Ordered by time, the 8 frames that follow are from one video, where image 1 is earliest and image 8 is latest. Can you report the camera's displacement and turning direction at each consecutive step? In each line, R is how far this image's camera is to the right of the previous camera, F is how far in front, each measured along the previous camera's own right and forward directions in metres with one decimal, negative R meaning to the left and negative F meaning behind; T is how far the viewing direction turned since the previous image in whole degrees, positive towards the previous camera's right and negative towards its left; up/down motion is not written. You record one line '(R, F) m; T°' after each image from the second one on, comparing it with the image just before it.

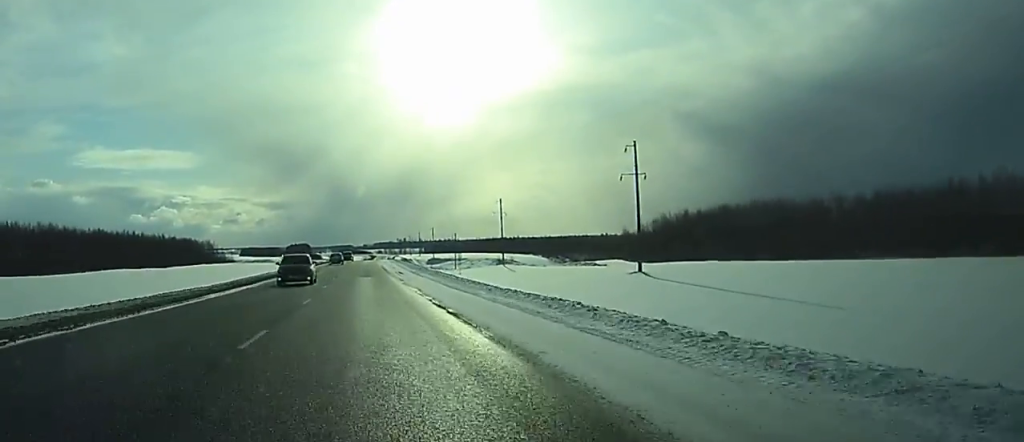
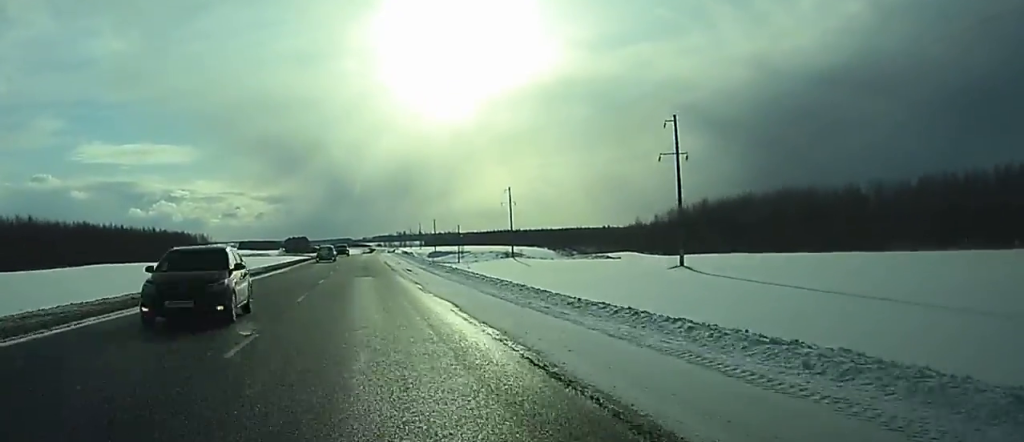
(0.0, +13.0) m; 0°
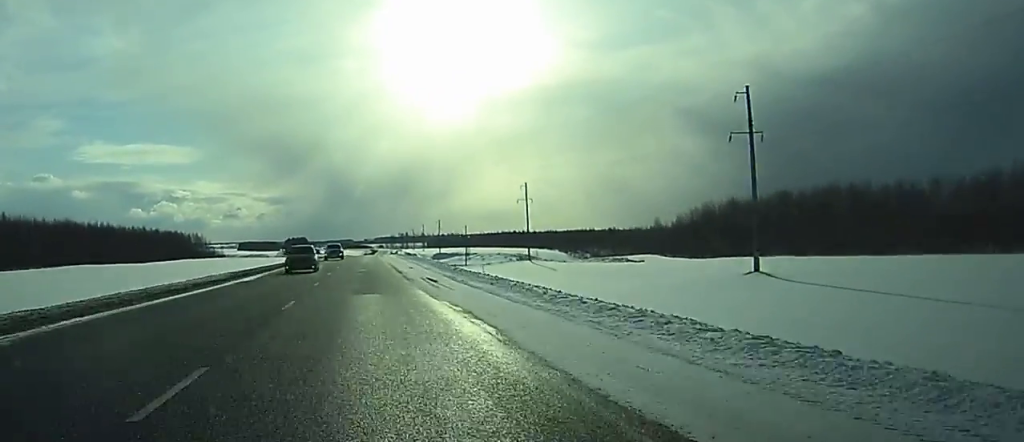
(0.0, +16.0) m; 0°
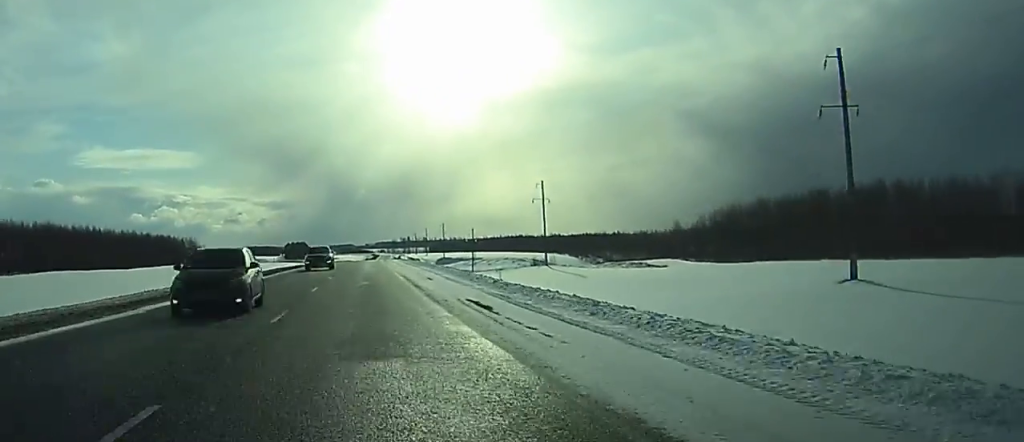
(0.0, +14.0) m; 0°
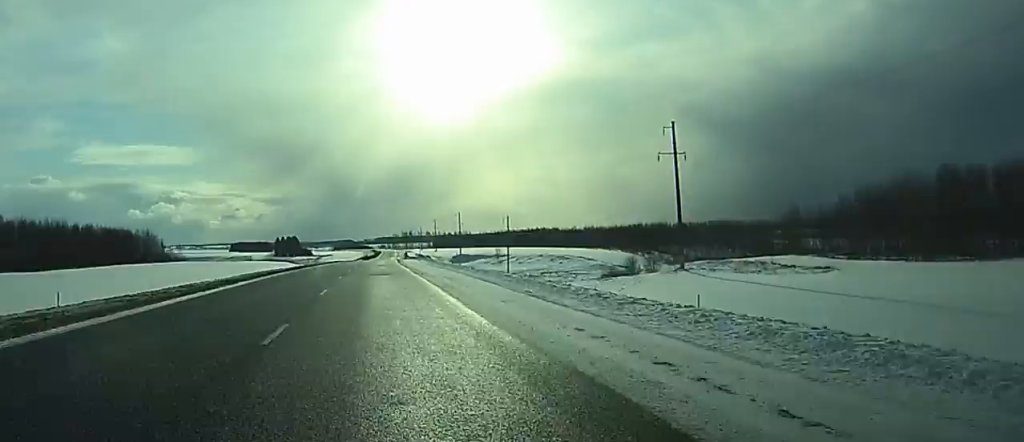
(+0.8, +64.8) m; +1°
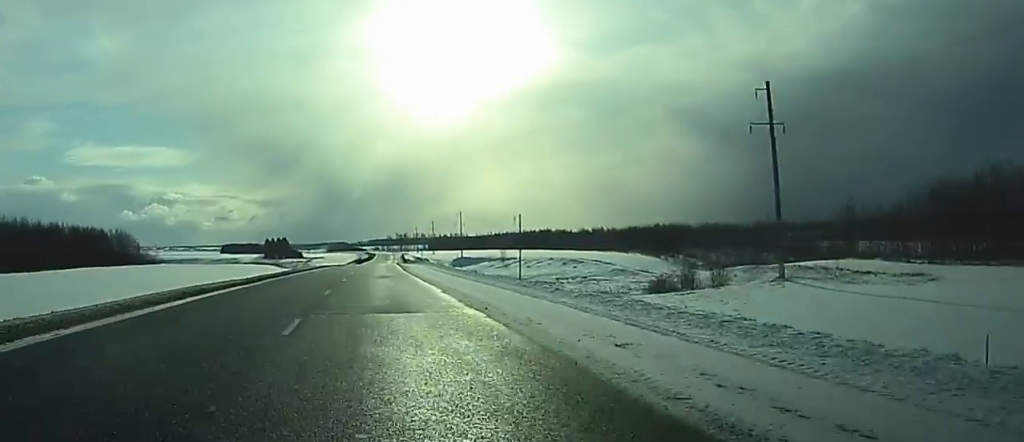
(0.0, +22.7) m; -1°
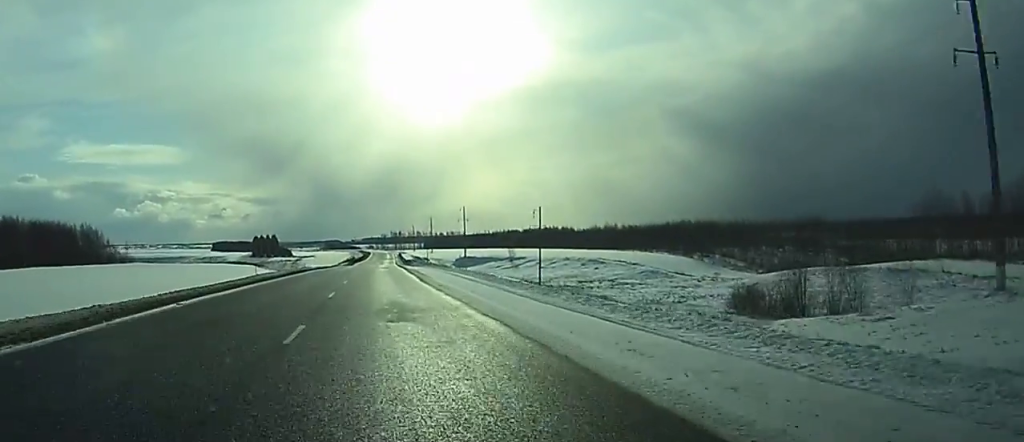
(-0.2, +25.5) m; -1°
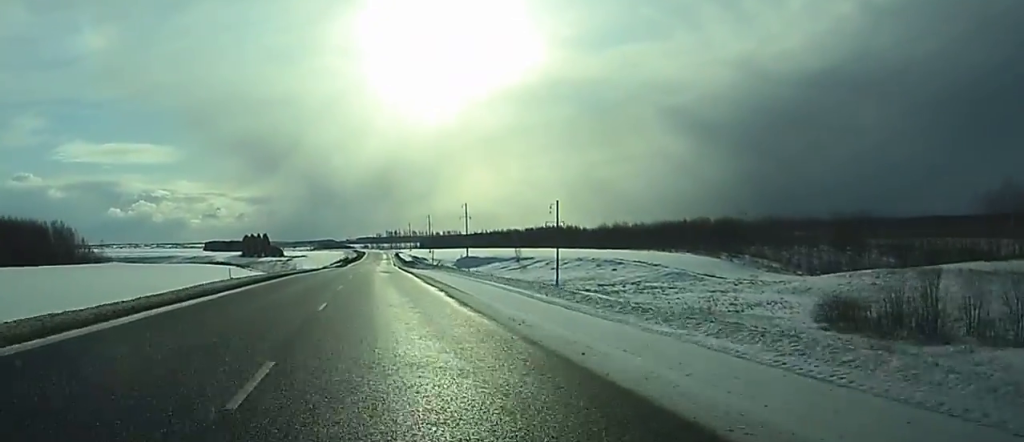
(-0.5, +17.5) m; 0°
